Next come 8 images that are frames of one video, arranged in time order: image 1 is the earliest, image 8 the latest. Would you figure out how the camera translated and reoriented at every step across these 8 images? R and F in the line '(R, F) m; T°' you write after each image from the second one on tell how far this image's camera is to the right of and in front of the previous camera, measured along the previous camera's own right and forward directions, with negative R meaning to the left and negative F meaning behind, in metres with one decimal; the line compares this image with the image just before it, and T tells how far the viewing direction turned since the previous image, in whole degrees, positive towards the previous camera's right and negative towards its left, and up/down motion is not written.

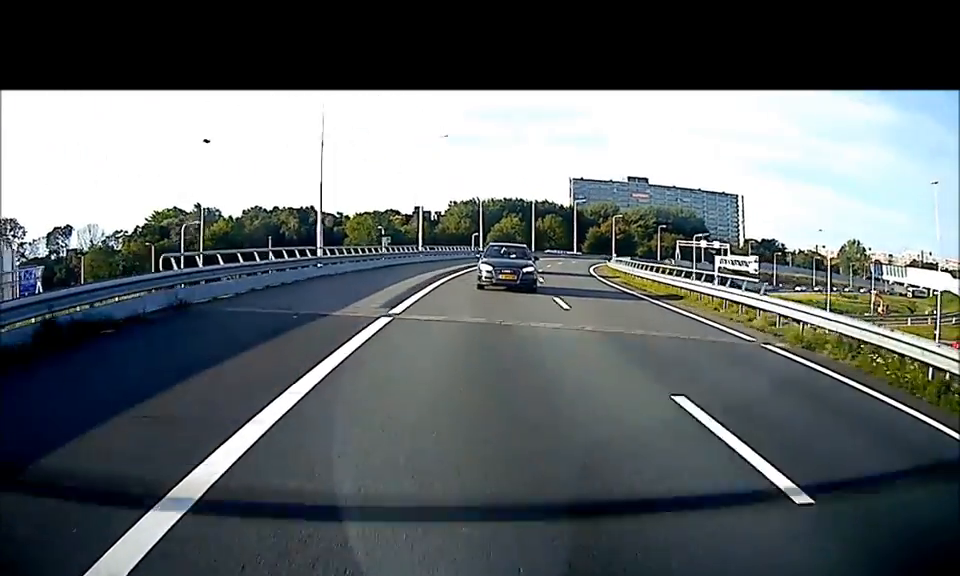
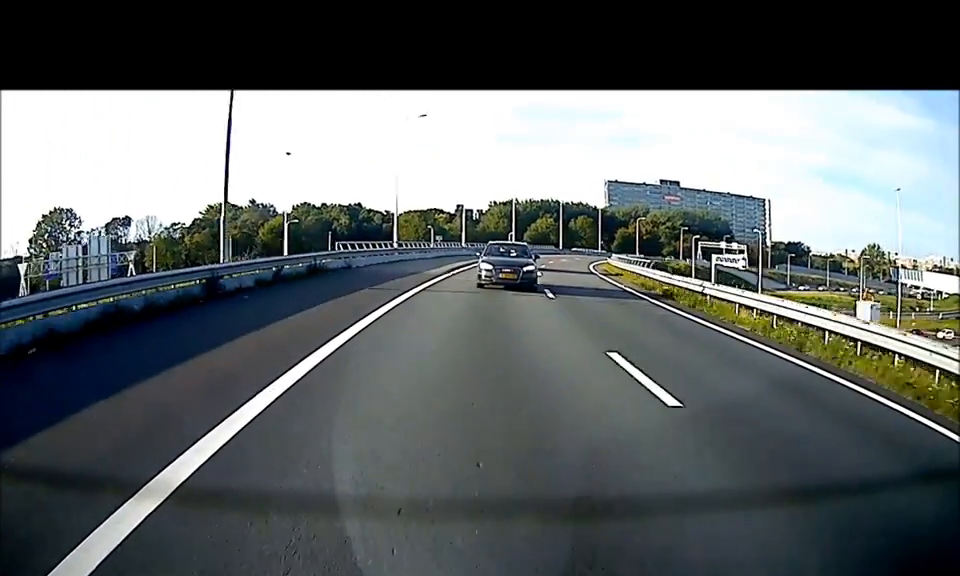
(-0.1, +16.7) m; -2°
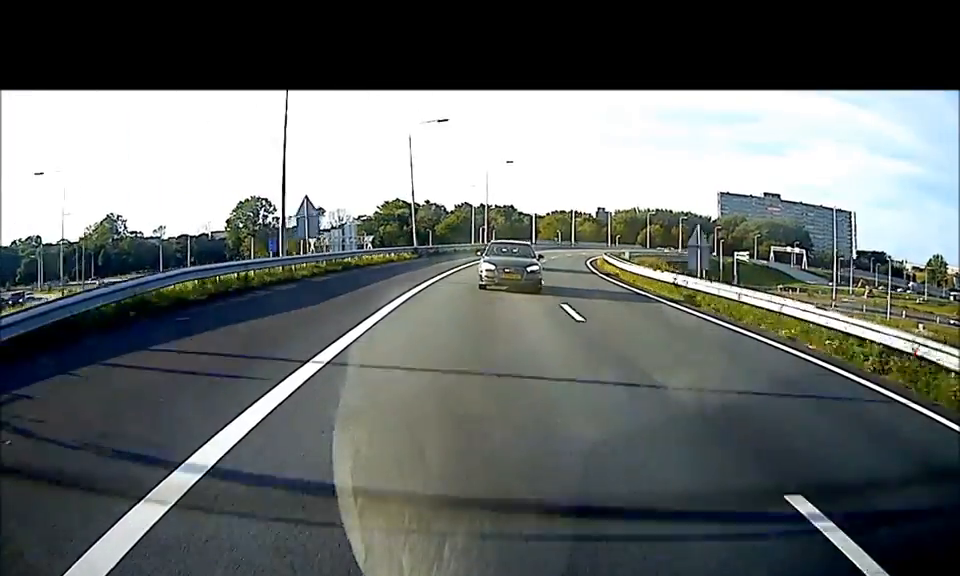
(-5.2, +49.5) m; -15°
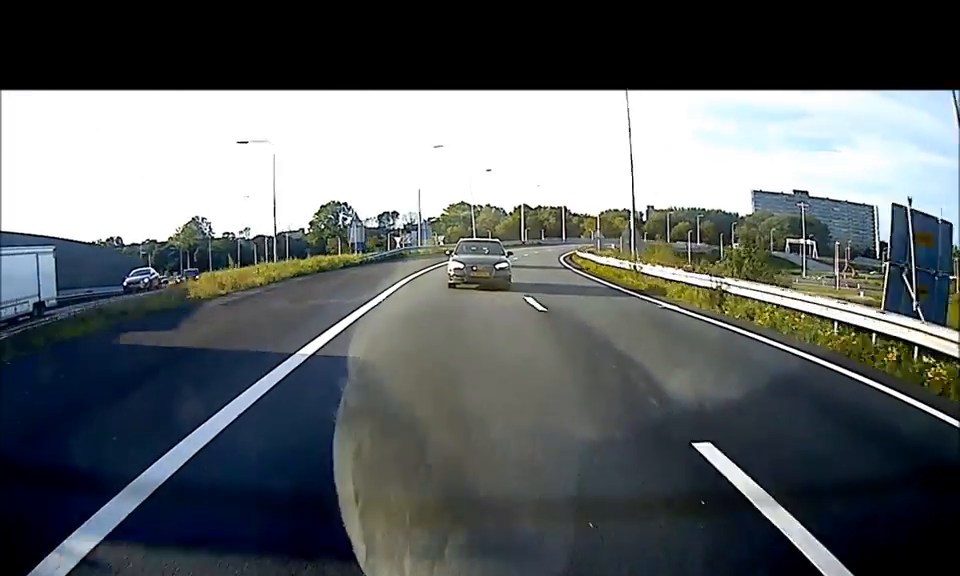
(-2.3, +33.4) m; -7°
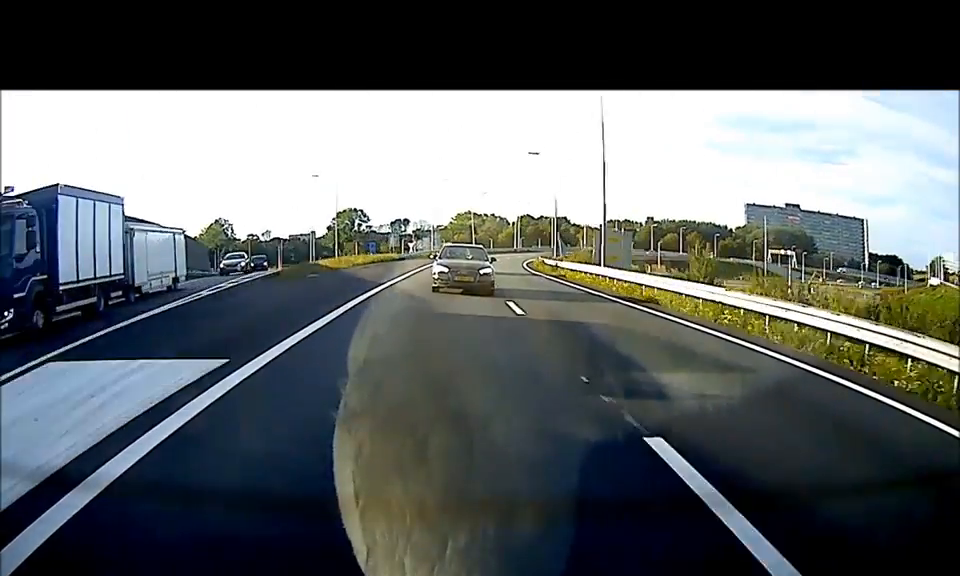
(-1.1, +27.2) m; -5°
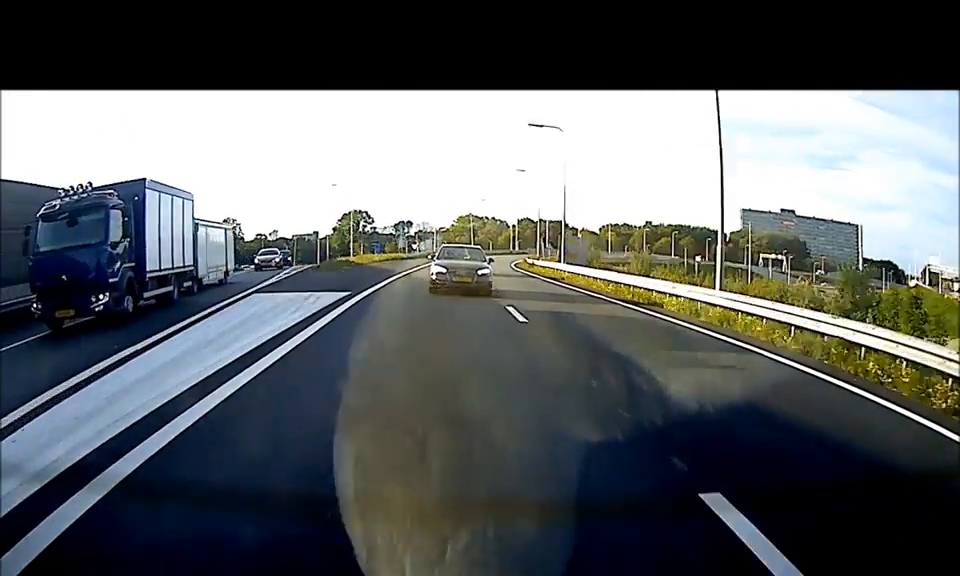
(-0.6, +13.1) m; -2°
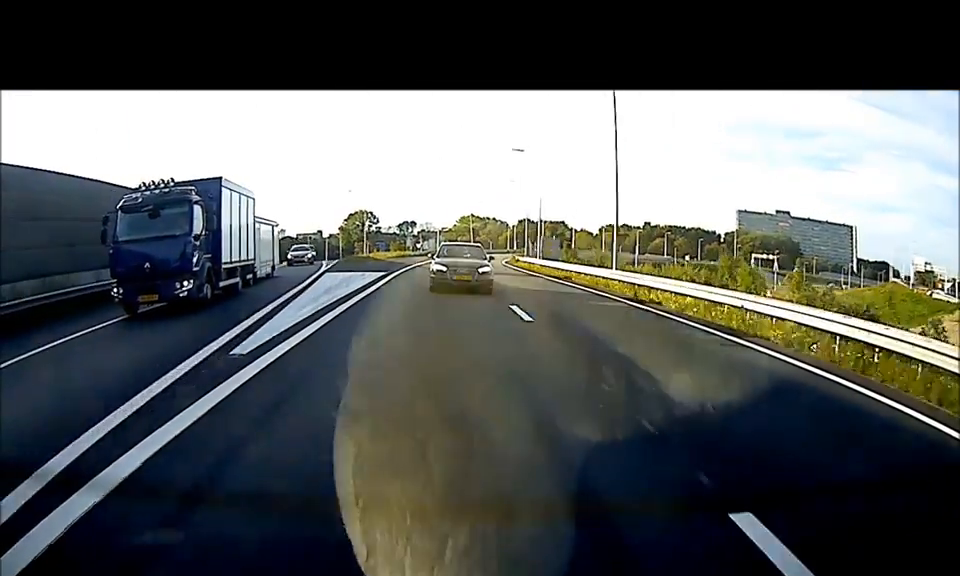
(-0.3, +14.2) m; -1°
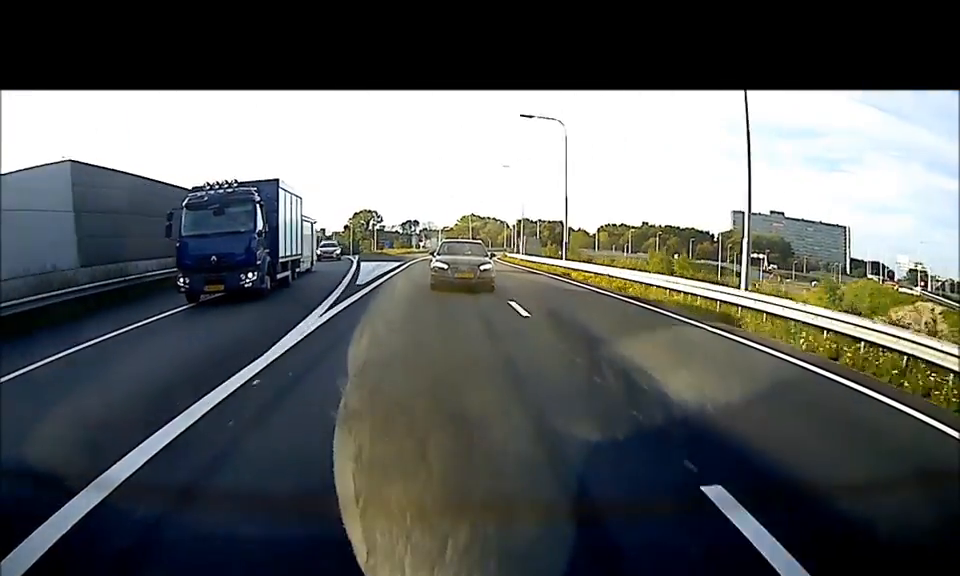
(0.0, +15.5) m; 0°
